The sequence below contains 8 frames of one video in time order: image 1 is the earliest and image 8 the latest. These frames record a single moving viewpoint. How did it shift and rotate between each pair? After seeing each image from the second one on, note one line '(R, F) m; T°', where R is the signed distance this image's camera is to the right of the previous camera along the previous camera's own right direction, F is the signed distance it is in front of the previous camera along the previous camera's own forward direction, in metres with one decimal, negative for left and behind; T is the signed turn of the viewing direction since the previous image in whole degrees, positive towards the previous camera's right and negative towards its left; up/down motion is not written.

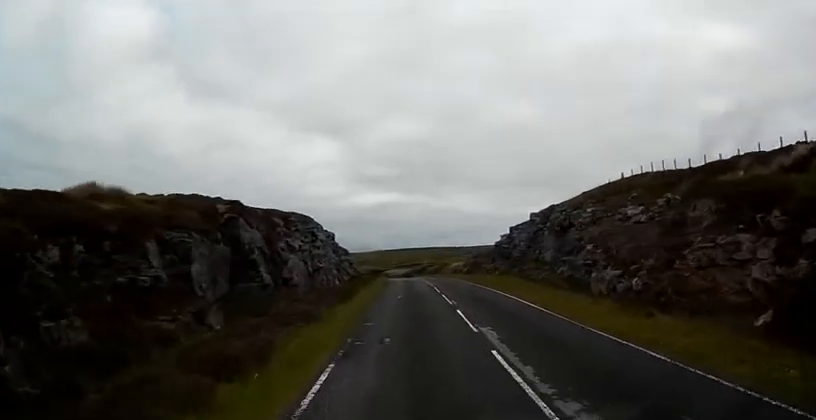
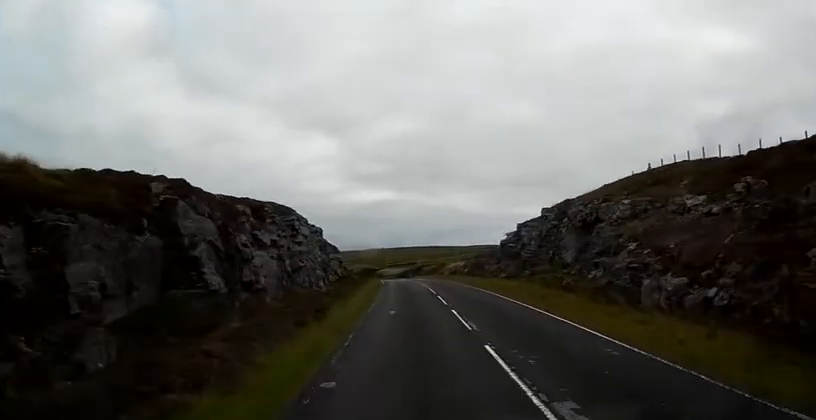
(+0.1, +7.8) m; 0°
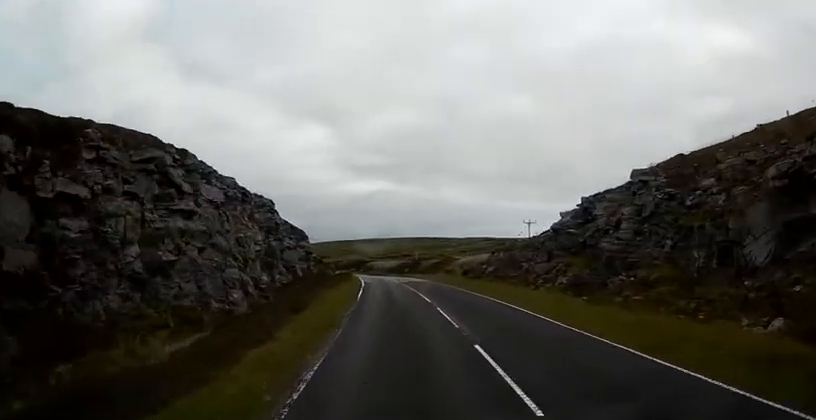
(+0.1, +25.5) m; 0°
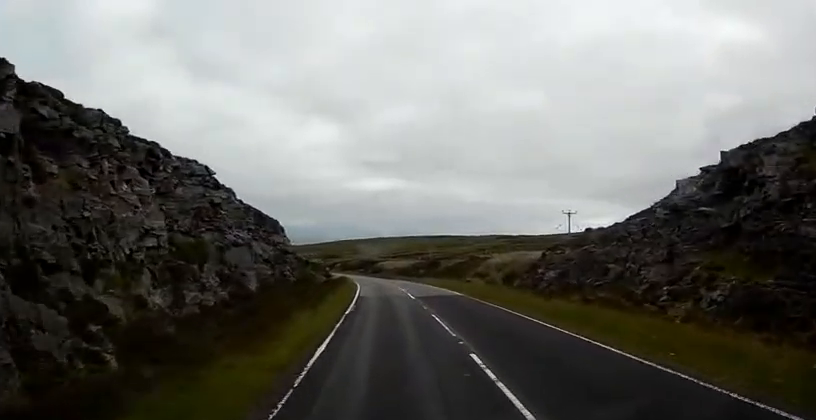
(-0.1, +18.4) m; -1°
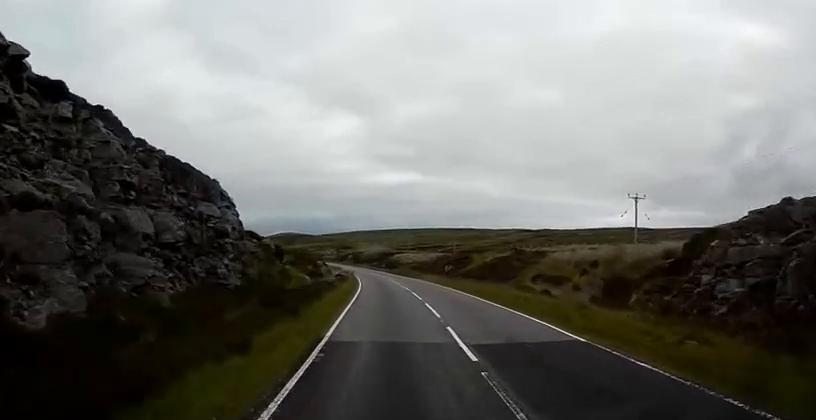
(-0.4, +18.6) m; -2°
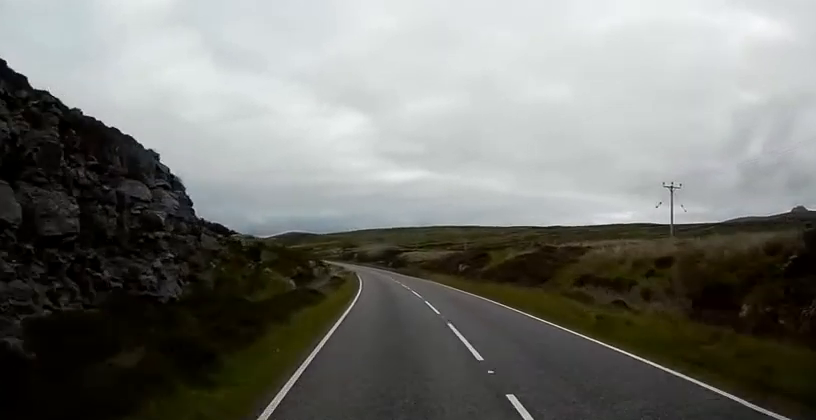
(-0.1, +8.0) m; 0°
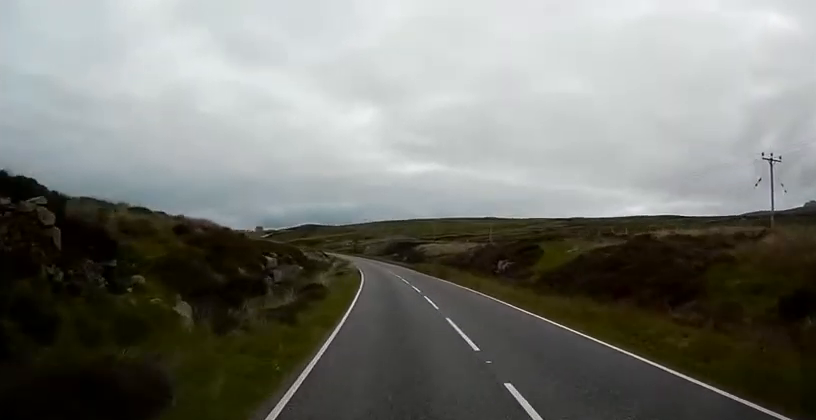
(-0.1, +16.9) m; -1°
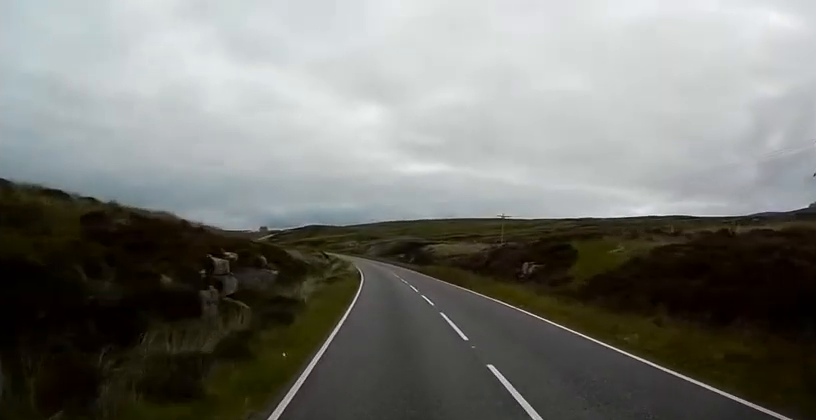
(0.0, +7.4) m; 0°
